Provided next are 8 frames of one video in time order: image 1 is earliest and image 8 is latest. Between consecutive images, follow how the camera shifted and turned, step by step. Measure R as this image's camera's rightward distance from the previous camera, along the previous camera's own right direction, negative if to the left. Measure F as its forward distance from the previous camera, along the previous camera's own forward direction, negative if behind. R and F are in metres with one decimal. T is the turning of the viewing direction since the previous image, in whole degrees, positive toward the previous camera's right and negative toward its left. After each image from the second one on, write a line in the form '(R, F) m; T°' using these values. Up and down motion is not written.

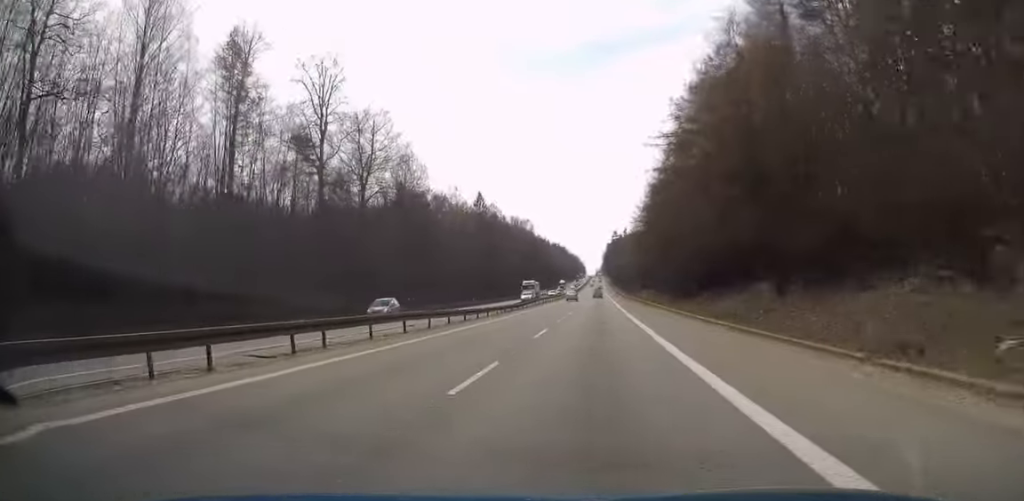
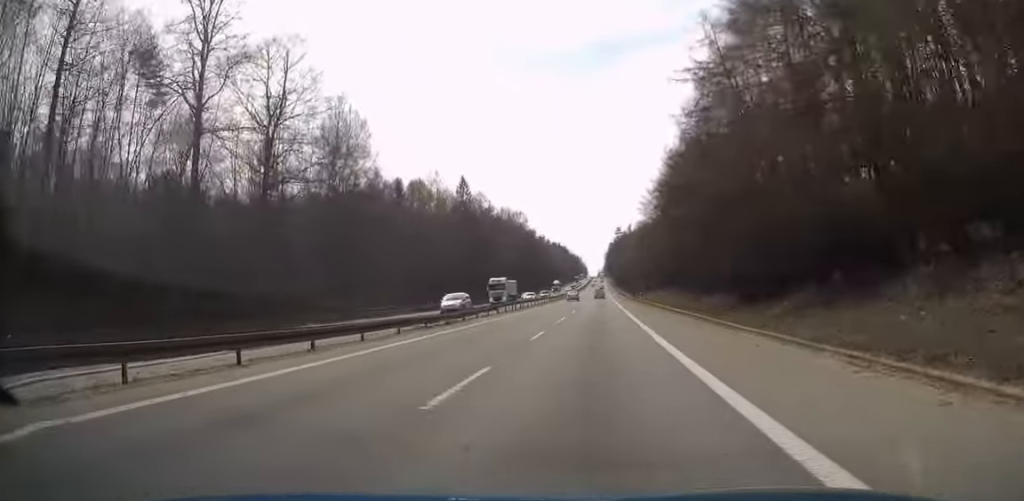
(-0.2, +24.9) m; -1°
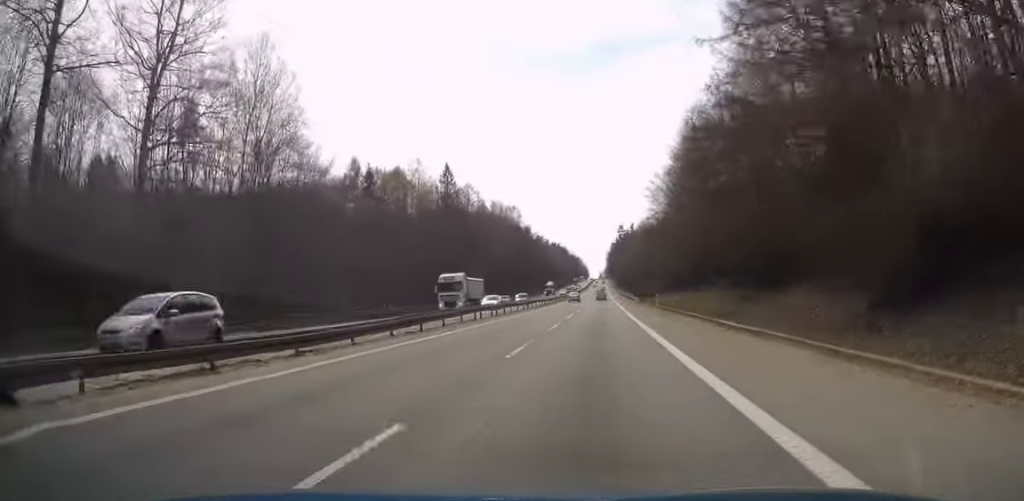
(0.0, +17.3) m; 0°
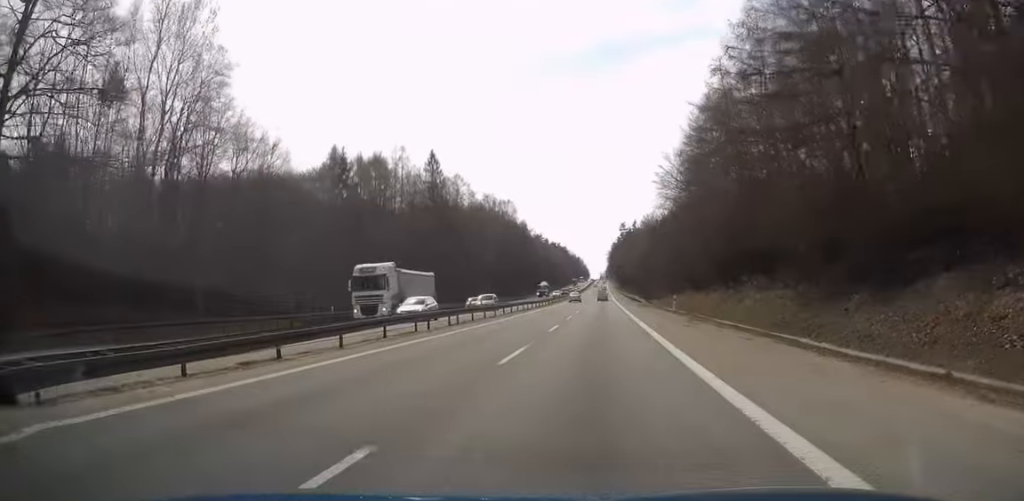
(0.0, +13.2) m; 0°
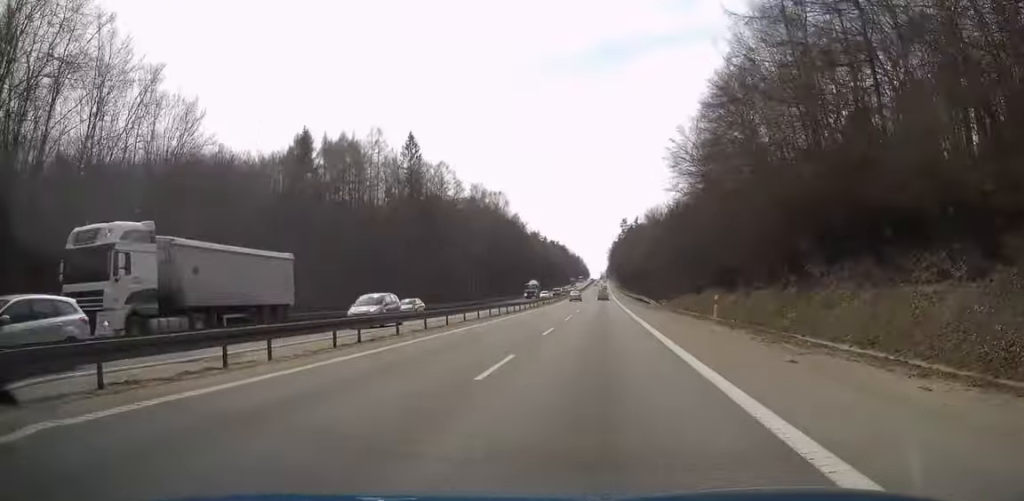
(0.0, +14.7) m; 0°
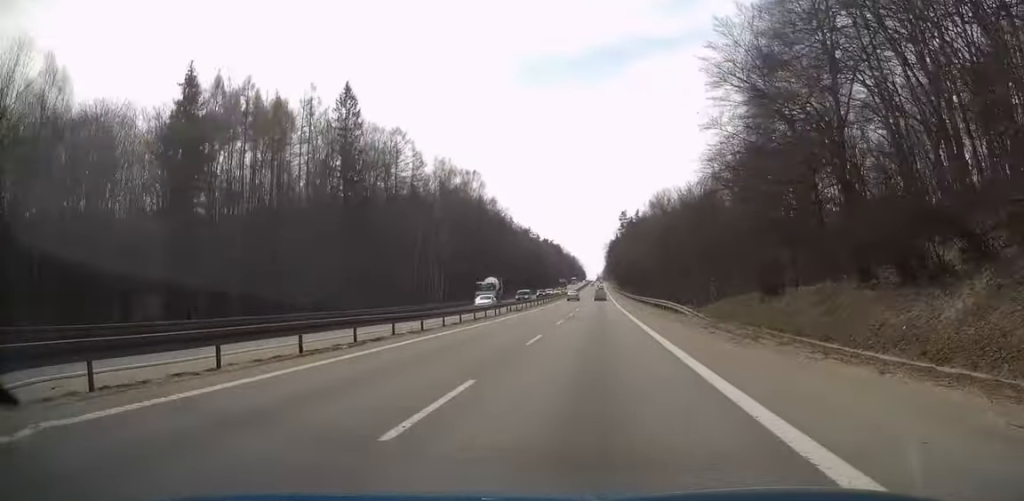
(+0.1, +28.3) m; 0°
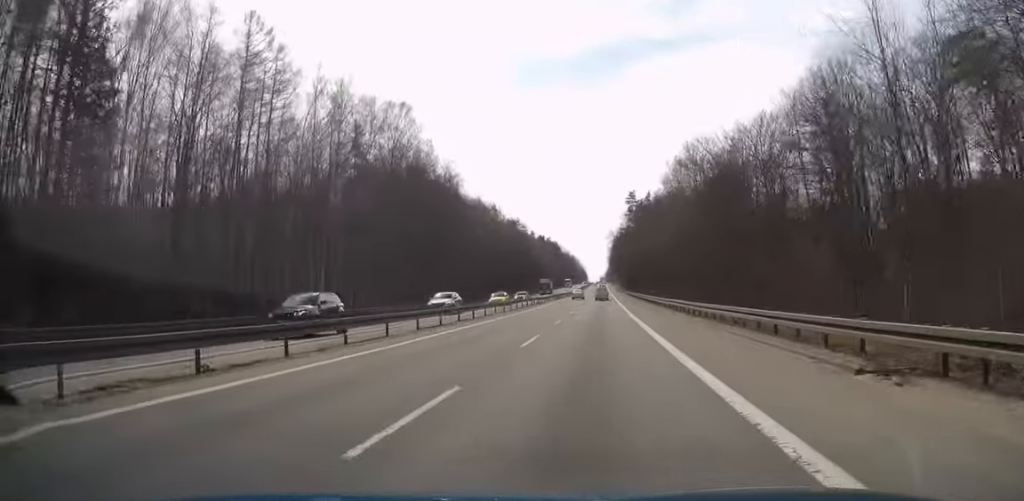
(0.0, +48.9) m; 0°
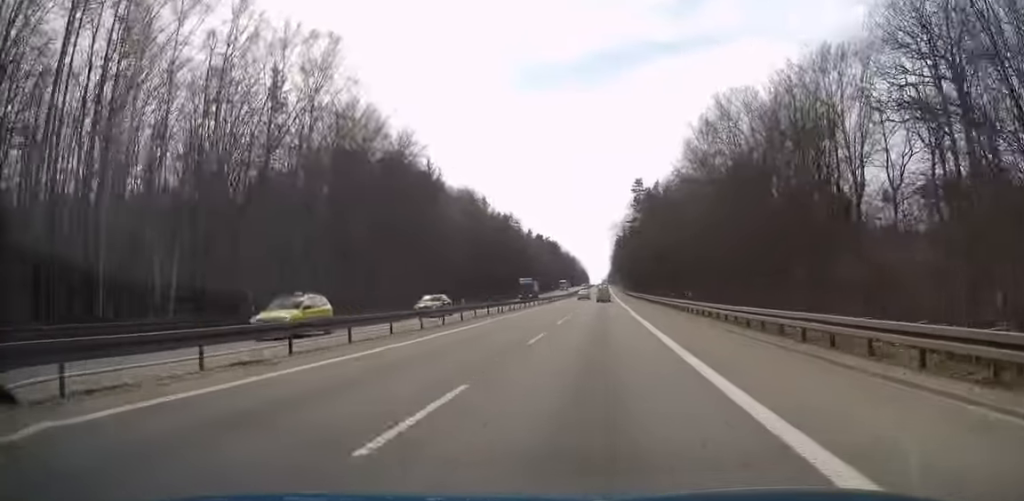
(0.0, +24.1) m; 0°
